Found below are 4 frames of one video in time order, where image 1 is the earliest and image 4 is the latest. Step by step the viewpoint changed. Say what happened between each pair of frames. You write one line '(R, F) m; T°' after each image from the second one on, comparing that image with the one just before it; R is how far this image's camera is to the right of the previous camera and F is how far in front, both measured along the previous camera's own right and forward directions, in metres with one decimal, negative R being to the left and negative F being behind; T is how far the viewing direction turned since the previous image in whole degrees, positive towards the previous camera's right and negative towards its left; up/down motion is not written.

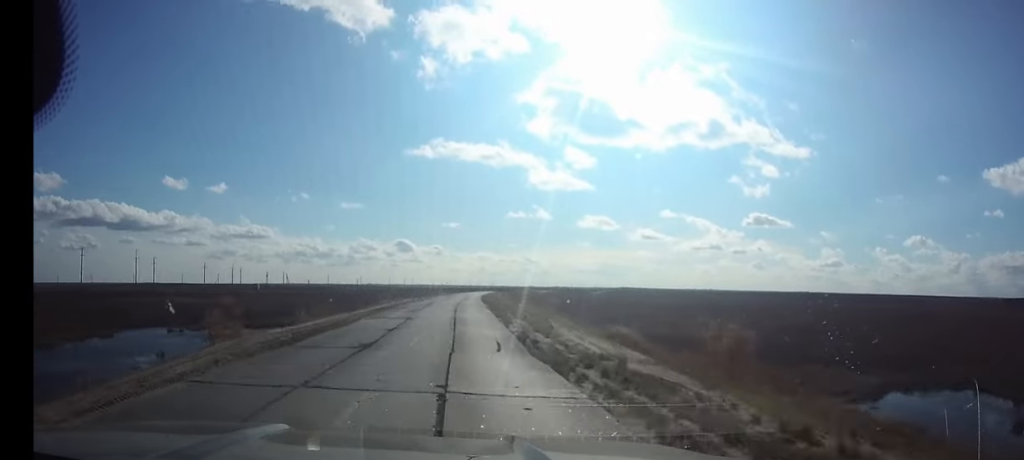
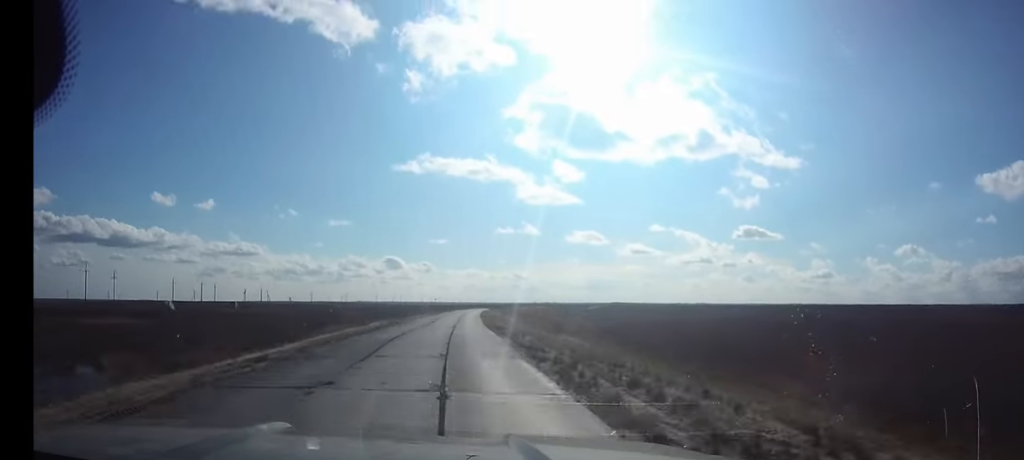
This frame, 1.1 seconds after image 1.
(+0.1, +22.0) m; +1°
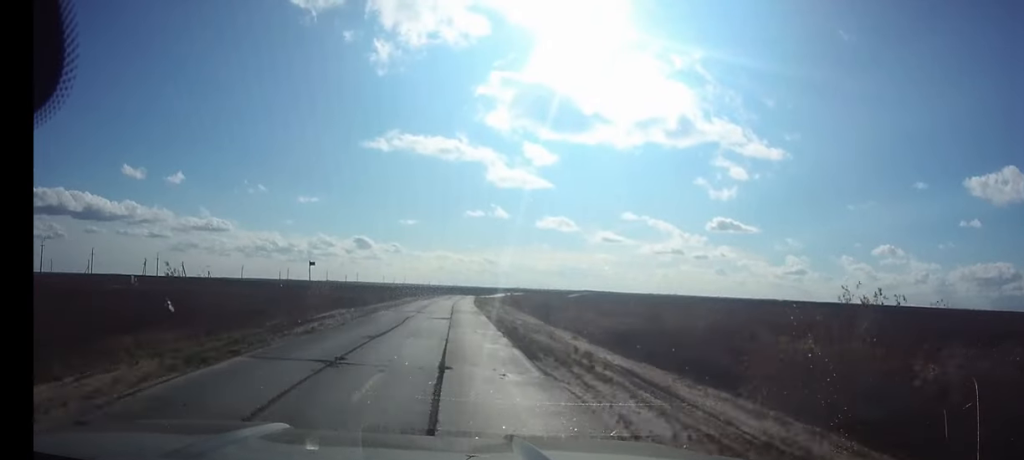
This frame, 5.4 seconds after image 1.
(+2.6, +91.2) m; +3°
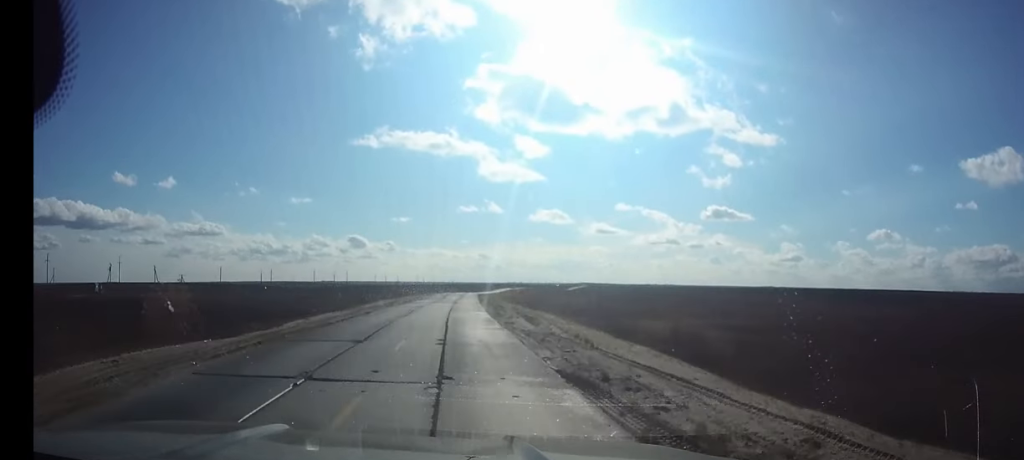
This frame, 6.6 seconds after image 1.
(+0.1, +27.7) m; +1°
